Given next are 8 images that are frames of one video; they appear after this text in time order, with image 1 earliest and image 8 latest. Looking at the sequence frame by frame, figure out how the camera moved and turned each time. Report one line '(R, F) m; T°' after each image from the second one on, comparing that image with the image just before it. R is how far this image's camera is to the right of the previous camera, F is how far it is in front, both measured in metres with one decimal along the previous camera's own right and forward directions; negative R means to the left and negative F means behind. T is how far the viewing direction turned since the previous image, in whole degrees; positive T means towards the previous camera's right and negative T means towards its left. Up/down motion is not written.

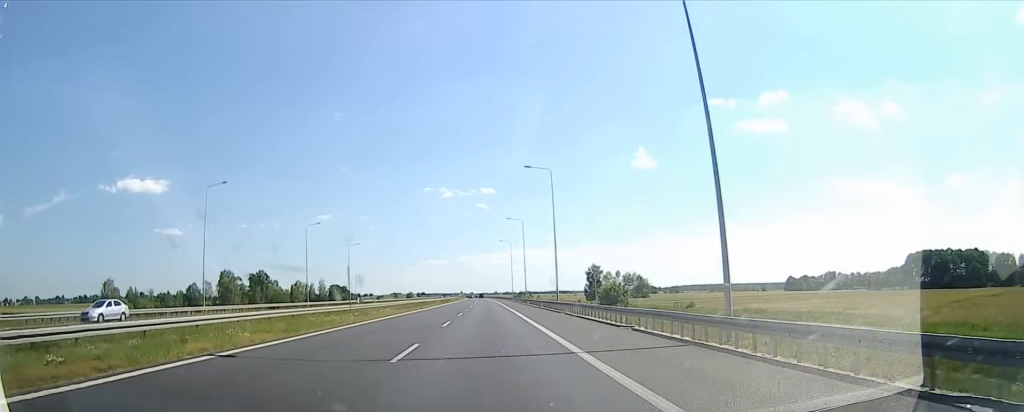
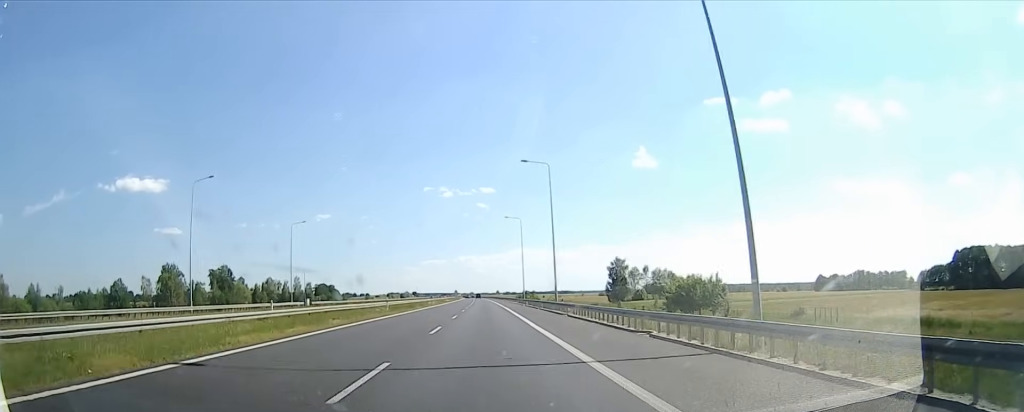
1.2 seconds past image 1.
(0.0, +40.2) m; 0°
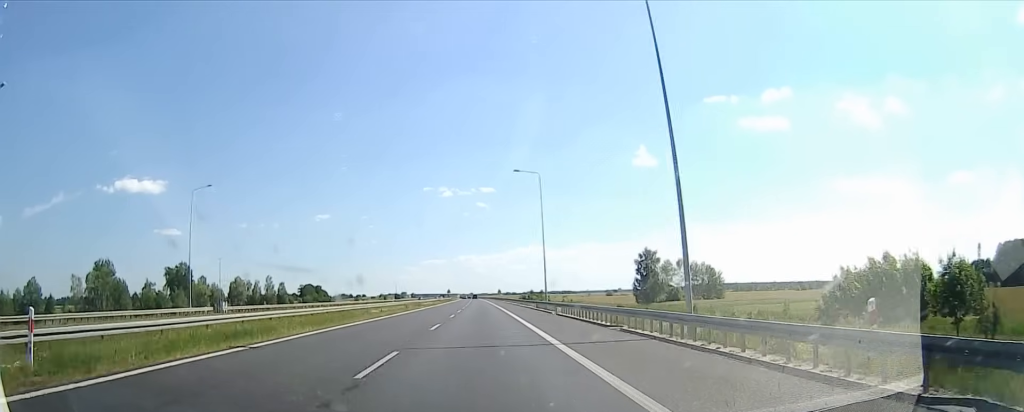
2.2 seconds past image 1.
(0.0, +34.4) m; 0°
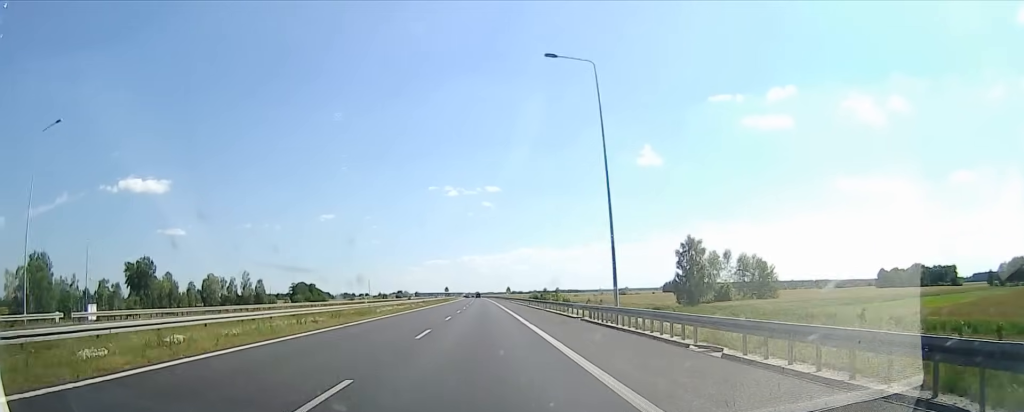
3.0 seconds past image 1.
(0.0, +28.8) m; 0°
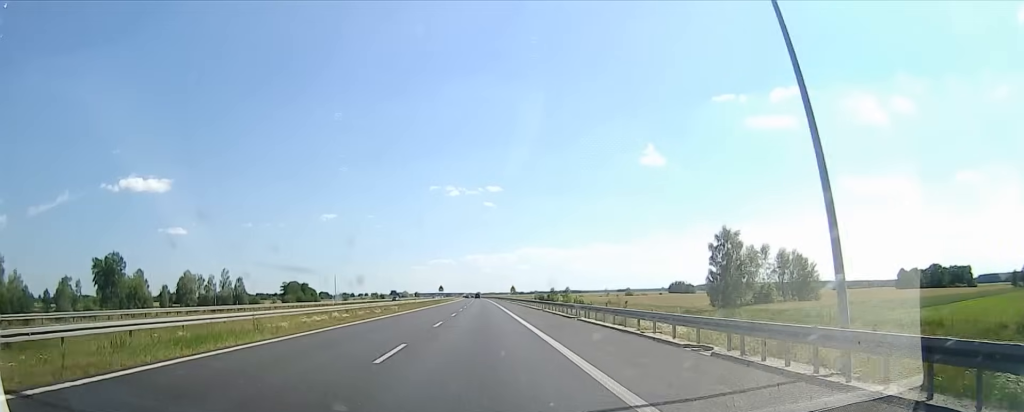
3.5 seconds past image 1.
(0.0, +18.4) m; 0°
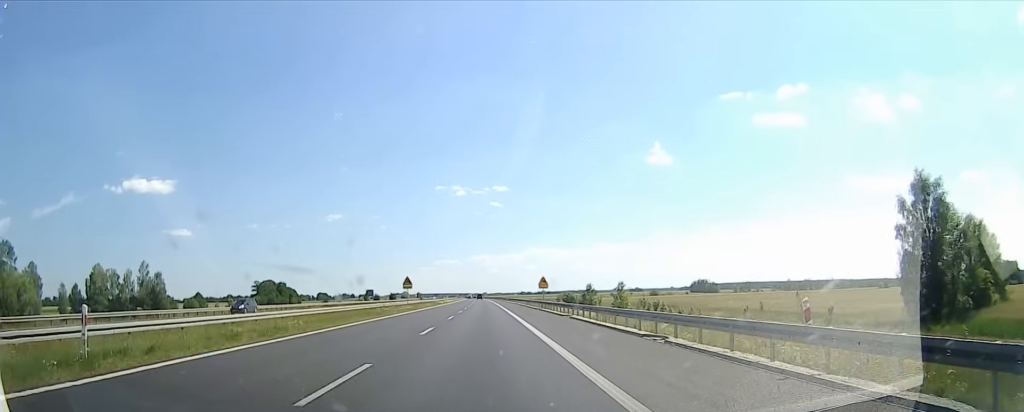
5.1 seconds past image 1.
(0.0, +53.2) m; 0°
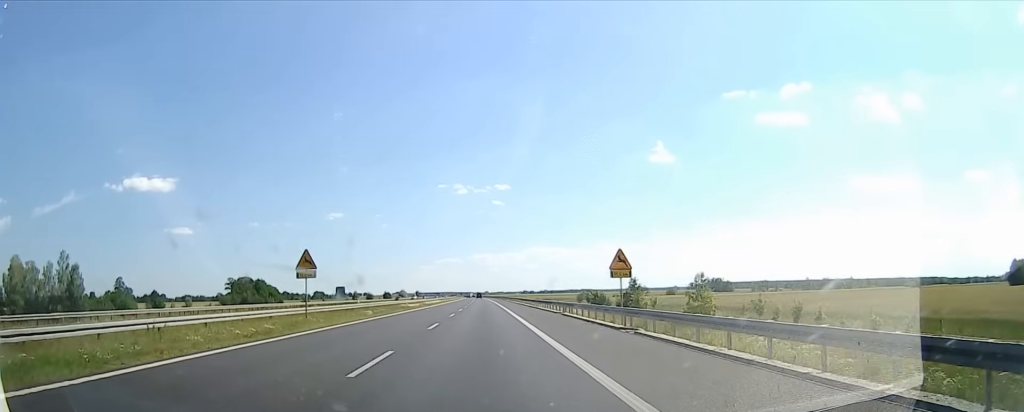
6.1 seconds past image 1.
(0.0, +34.5) m; 0°
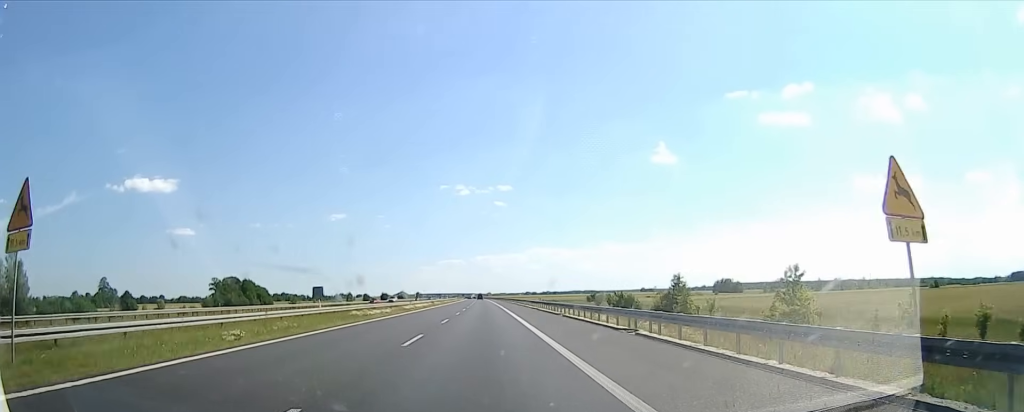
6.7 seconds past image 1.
(+0.1, +18.8) m; 0°
